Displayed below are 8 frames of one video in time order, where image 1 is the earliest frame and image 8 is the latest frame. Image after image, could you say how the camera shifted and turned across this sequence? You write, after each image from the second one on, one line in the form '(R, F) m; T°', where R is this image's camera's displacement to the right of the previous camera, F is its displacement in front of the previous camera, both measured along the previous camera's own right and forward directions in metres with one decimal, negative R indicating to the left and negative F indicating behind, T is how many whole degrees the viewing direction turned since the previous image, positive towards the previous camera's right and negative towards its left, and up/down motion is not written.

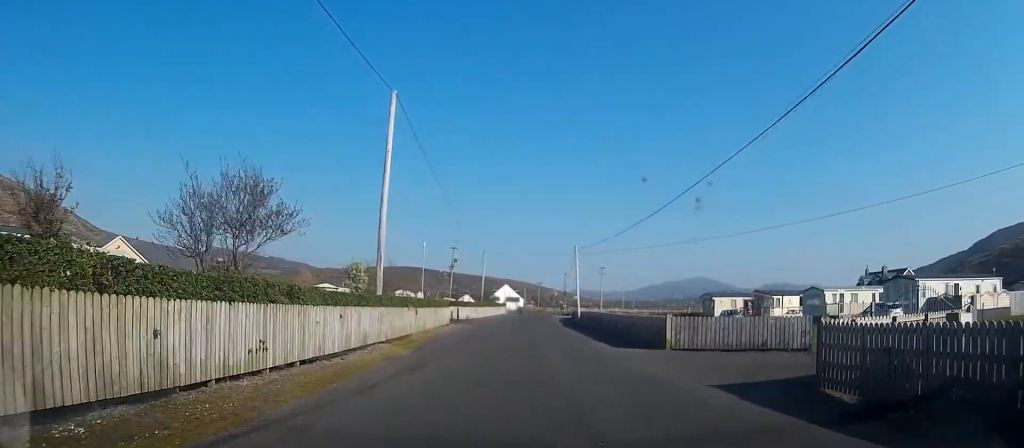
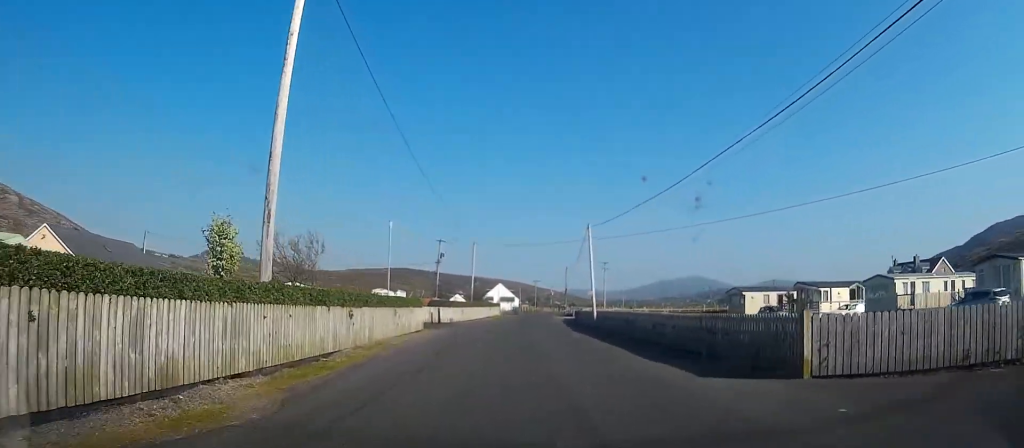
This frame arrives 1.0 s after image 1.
(0.0, +11.5) m; 0°
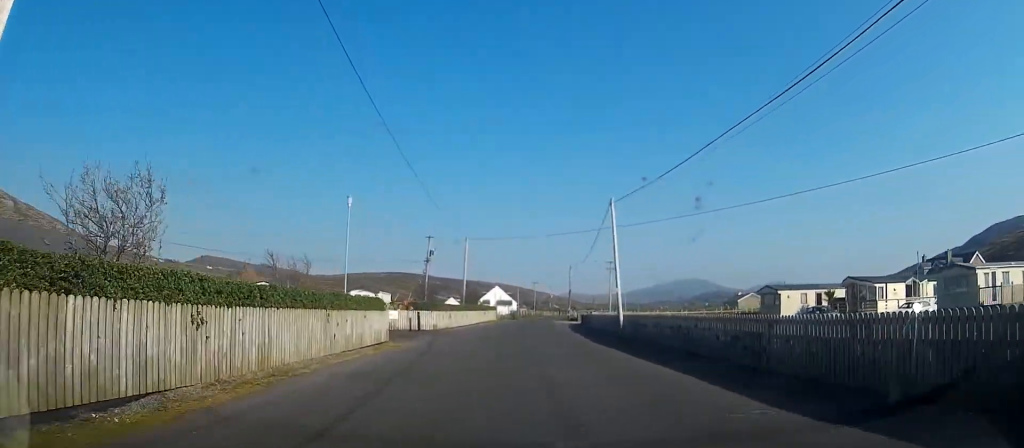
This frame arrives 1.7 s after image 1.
(0.0, +9.3) m; 0°
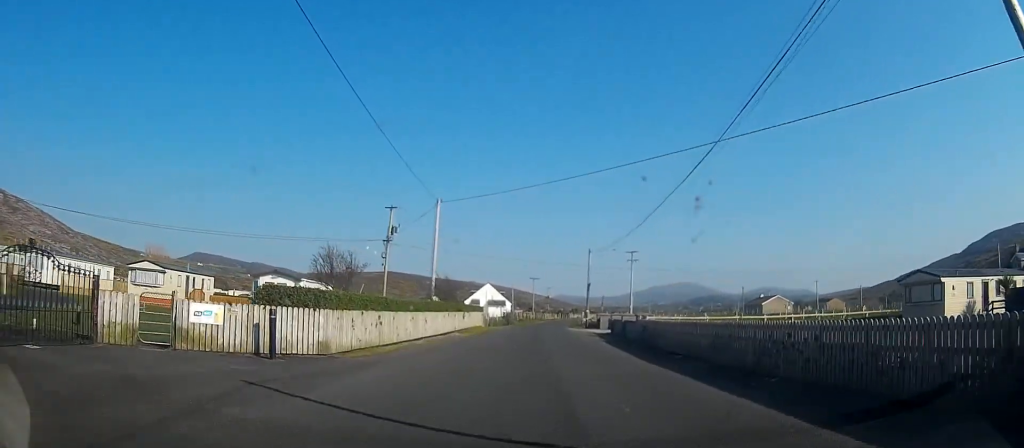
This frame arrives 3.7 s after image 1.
(-0.1, +23.5) m; 0°
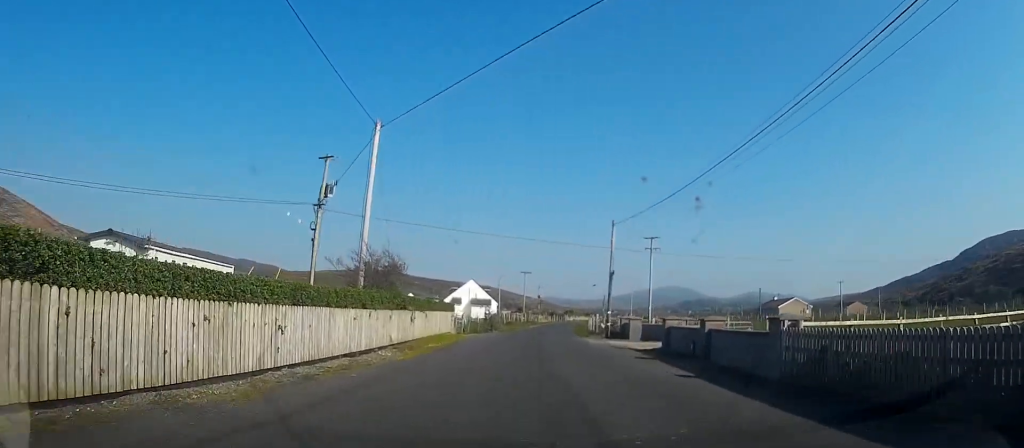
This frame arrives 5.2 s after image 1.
(+0.2, +18.5) m; +1°
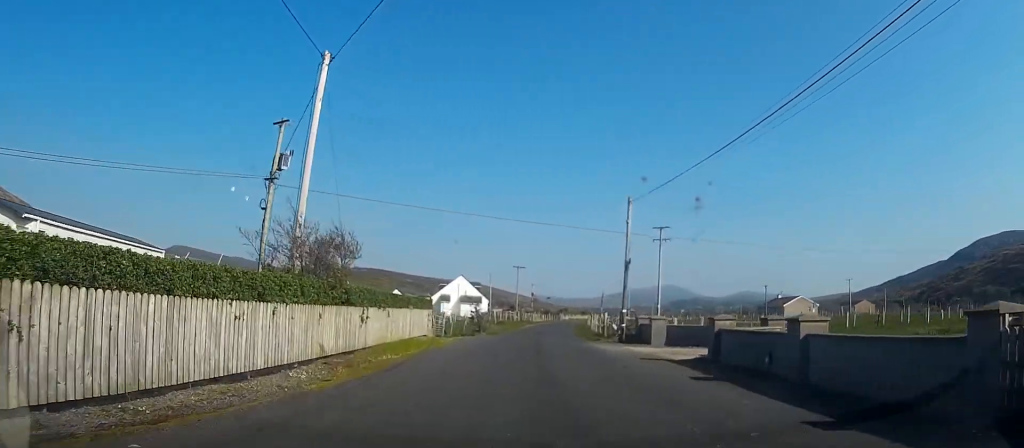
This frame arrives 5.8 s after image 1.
(0.0, +7.5) m; +1°
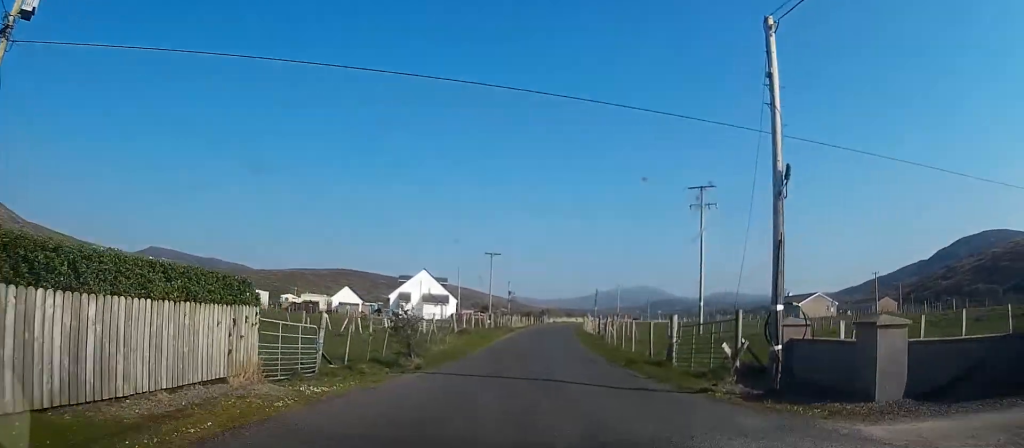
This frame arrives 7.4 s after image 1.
(-0.2, +19.8) m; -1°
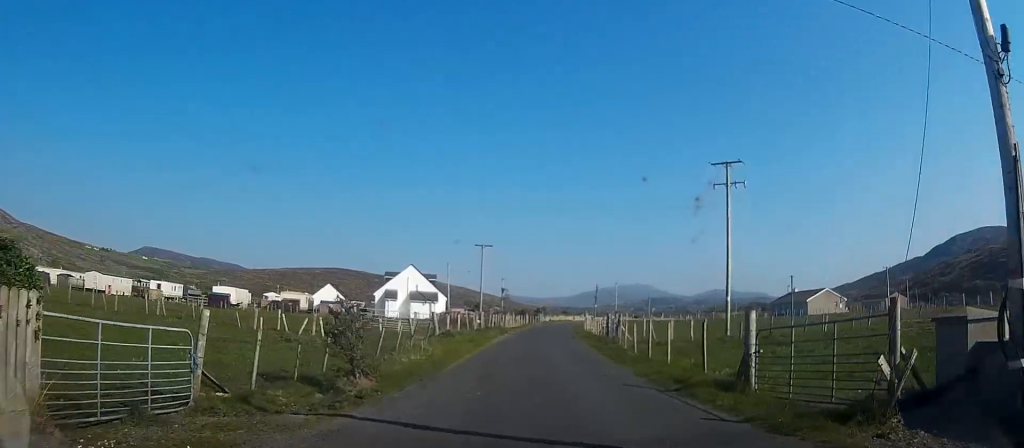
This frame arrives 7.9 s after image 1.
(-0.1, +6.2) m; 0°
